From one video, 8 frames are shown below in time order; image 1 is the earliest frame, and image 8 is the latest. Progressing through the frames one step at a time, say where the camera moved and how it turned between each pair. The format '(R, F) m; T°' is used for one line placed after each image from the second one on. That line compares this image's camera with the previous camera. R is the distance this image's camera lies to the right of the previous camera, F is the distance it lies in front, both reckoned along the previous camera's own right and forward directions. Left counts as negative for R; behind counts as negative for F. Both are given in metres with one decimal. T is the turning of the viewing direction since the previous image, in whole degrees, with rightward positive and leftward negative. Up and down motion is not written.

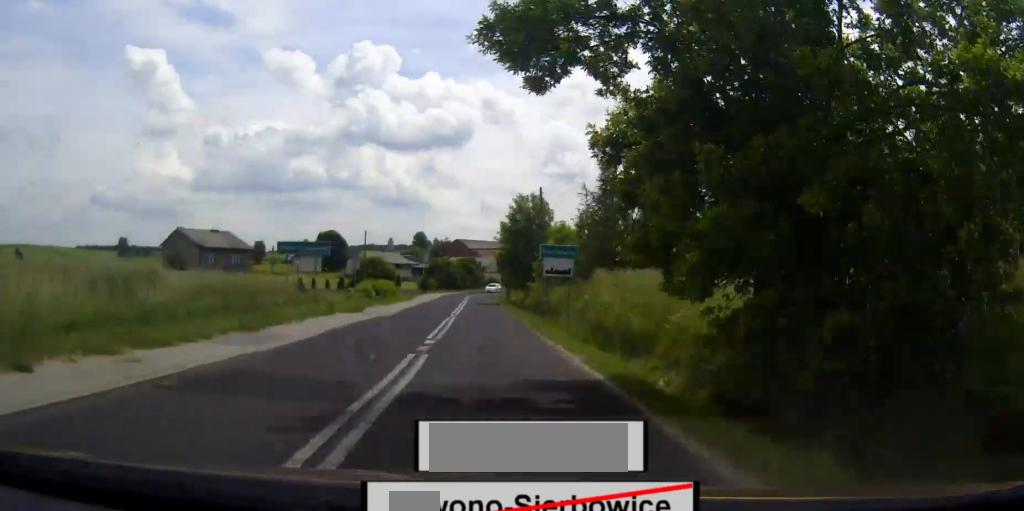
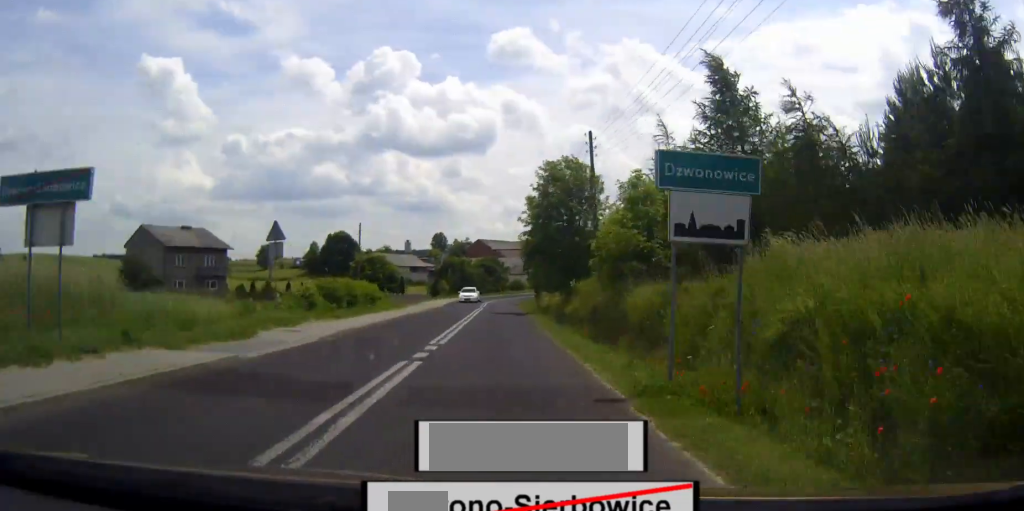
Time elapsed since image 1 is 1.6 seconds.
(-1.1, +20.6) m; -2°
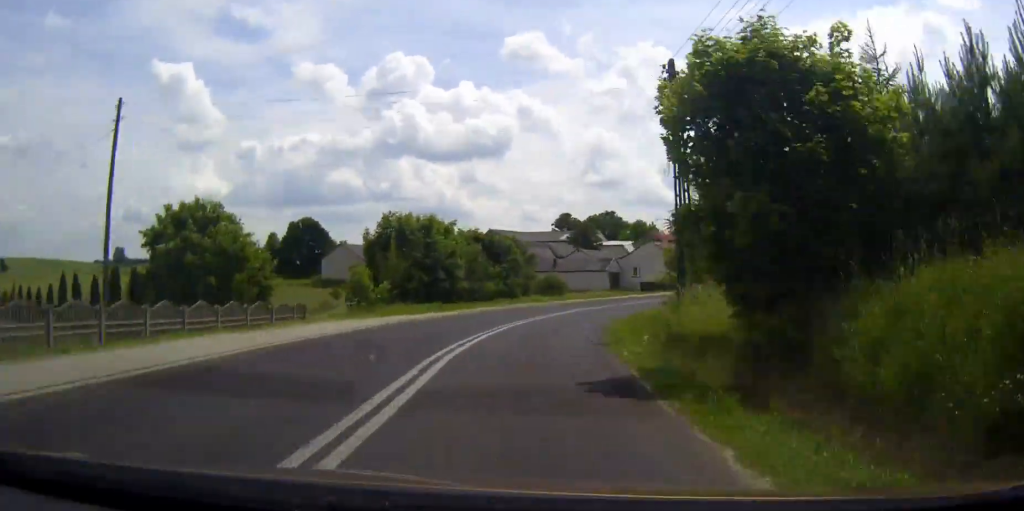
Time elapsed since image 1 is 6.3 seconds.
(-0.1, +61.0) m; +6°
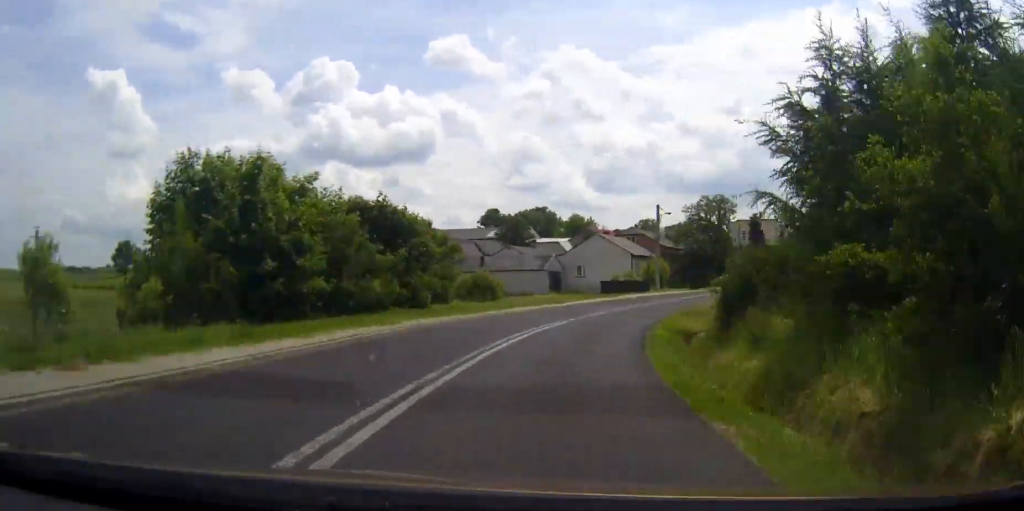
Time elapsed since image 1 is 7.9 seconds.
(+0.2, +21.1) m; +7°
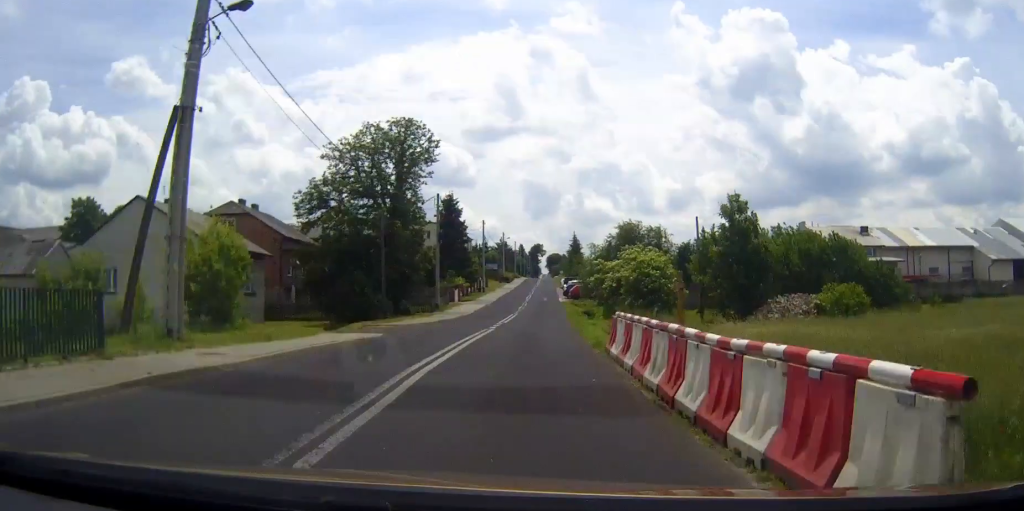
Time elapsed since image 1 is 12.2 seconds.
(+9.9, +56.0) m; +16°
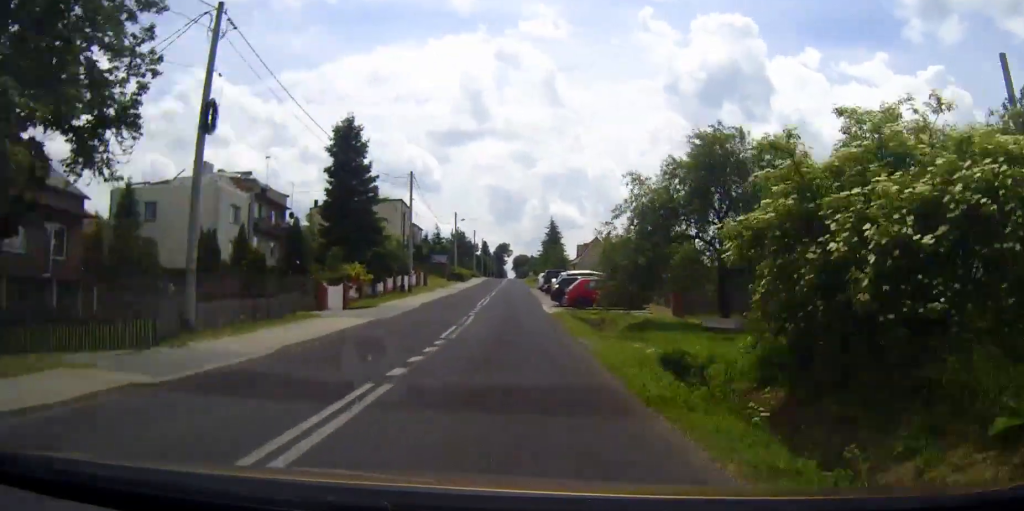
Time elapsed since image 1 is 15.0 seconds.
(+2.0, +37.8) m; +3°
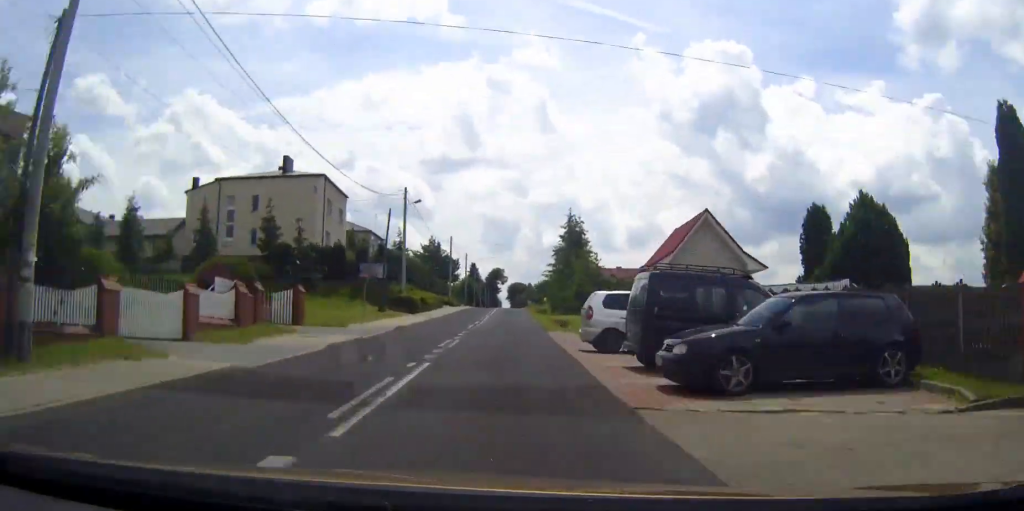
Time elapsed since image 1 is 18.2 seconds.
(+0.2, +43.5) m; 0°
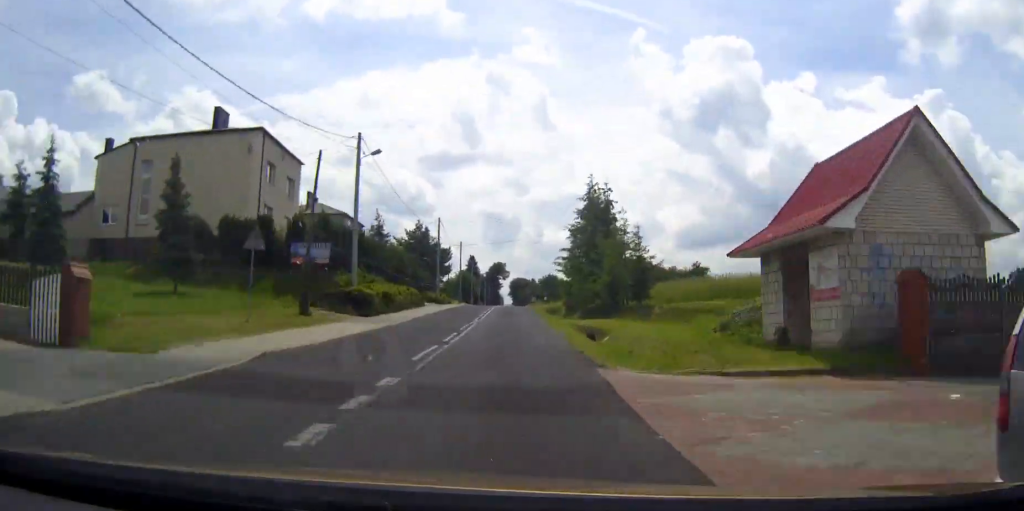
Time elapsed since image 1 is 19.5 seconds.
(0.0, +17.7) m; 0°
